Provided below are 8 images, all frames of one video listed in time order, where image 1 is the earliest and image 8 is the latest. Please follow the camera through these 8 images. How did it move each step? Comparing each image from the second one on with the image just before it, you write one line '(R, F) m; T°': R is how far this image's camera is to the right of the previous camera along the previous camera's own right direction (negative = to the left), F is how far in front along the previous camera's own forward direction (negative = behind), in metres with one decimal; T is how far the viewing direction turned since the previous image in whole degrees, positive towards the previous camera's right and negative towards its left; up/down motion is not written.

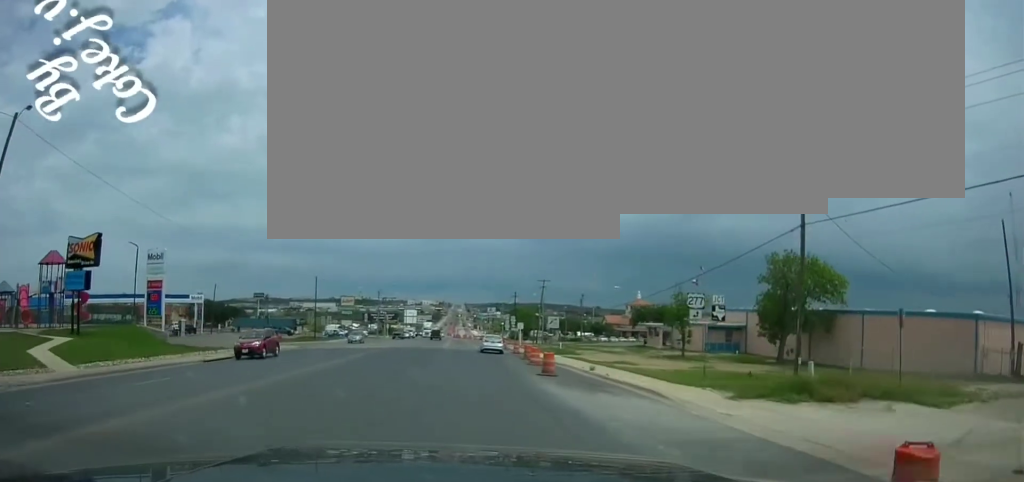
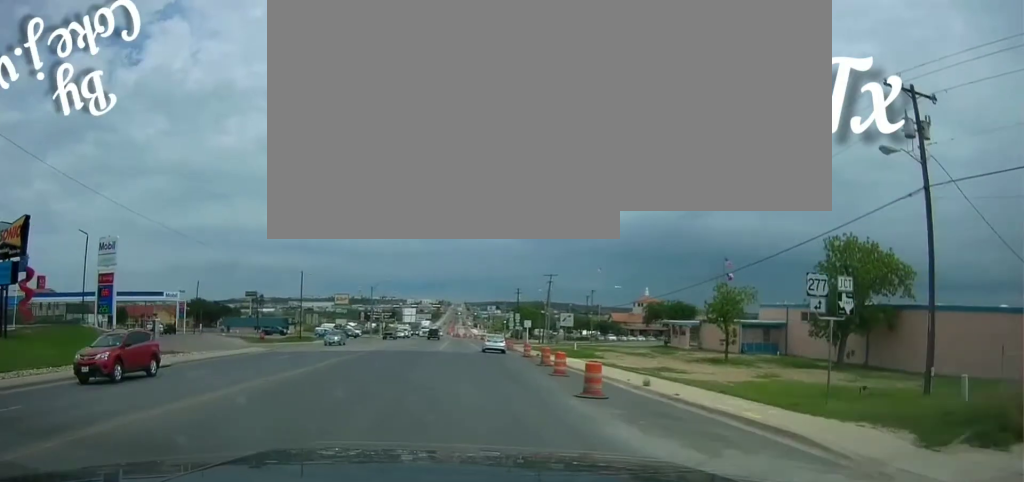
(0.0, +9.1) m; 0°
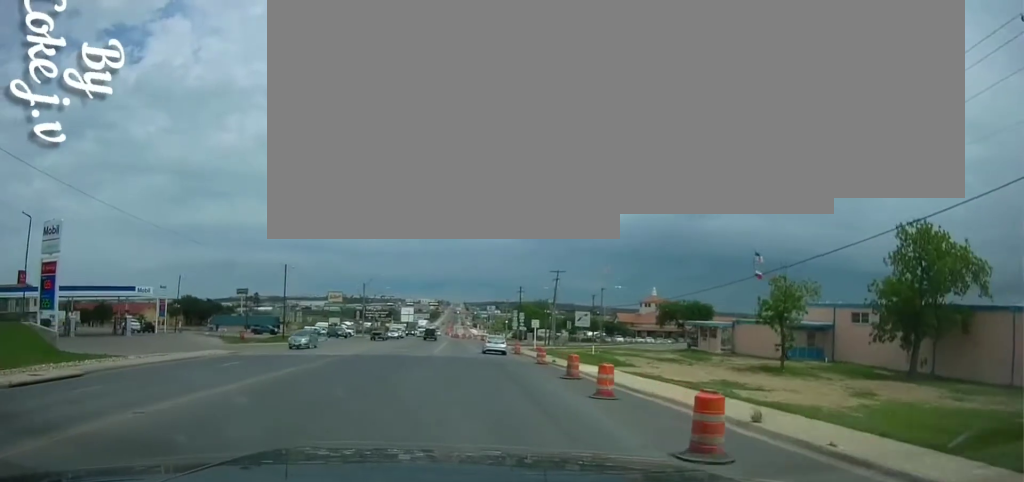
(0.0, +7.4) m; 0°
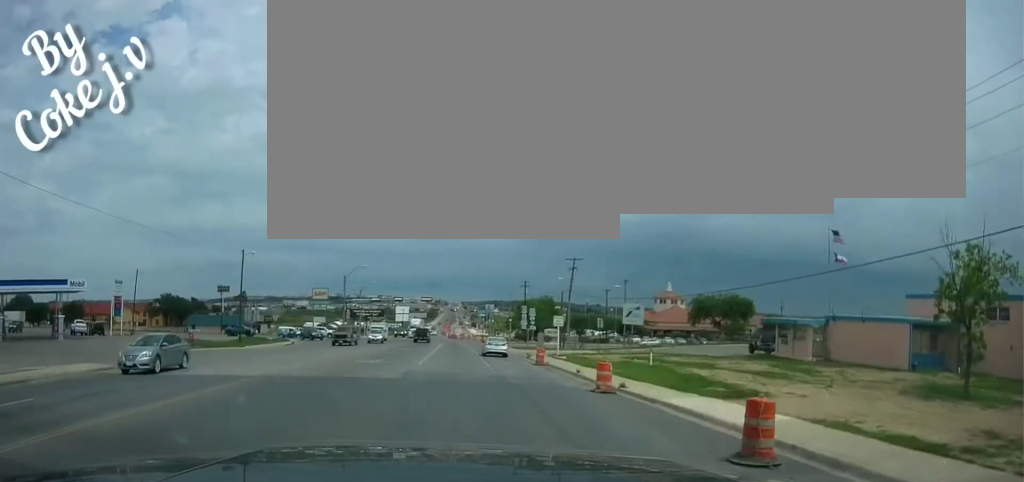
(0.0, +15.4) m; 0°
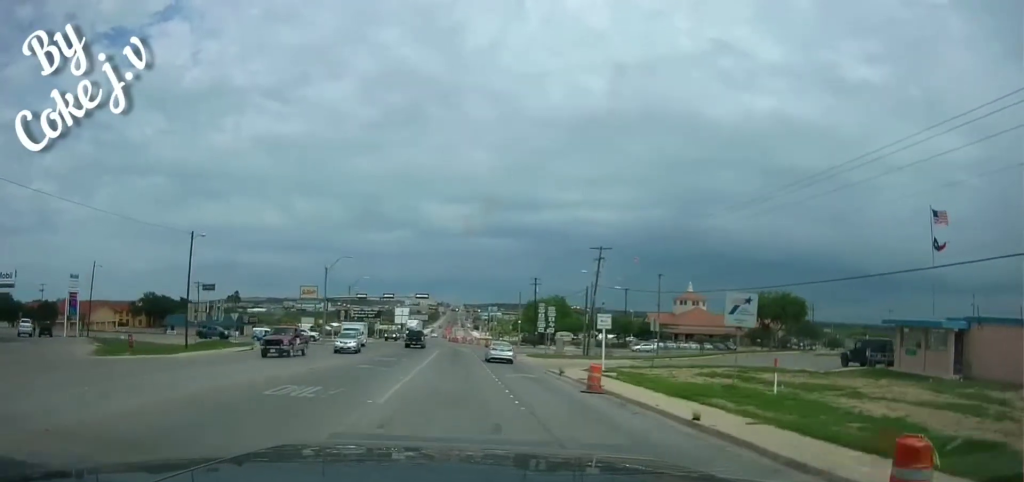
(0.0, +13.8) m; 0°
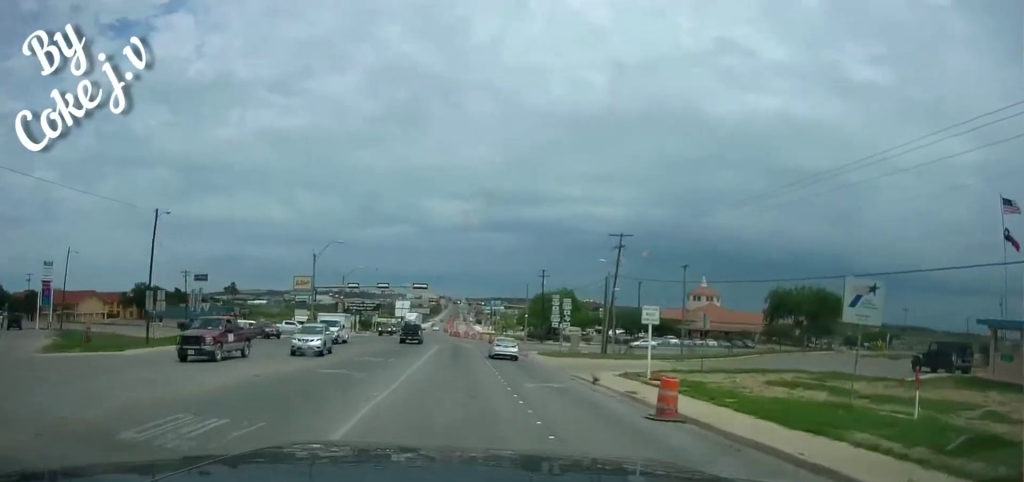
(0.0, +6.9) m; 0°
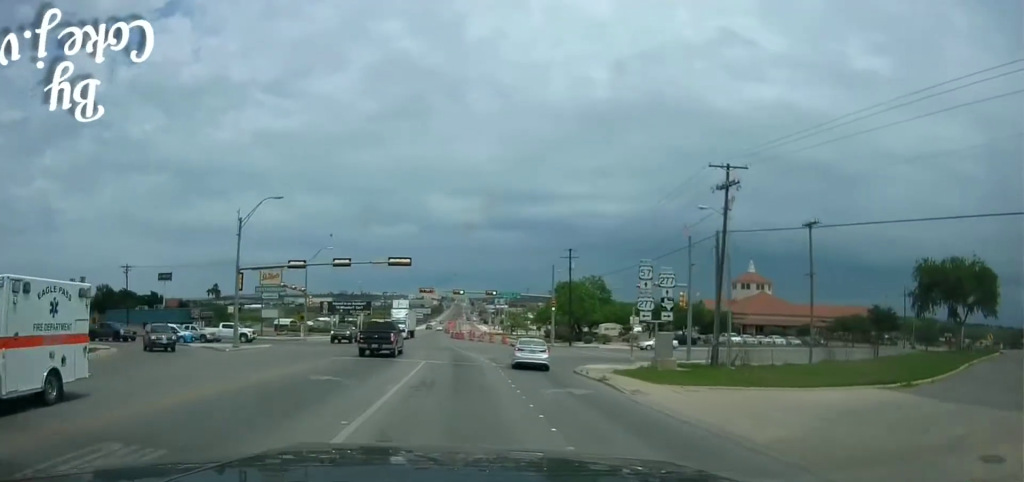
(0.0, +24.8) m; 0°
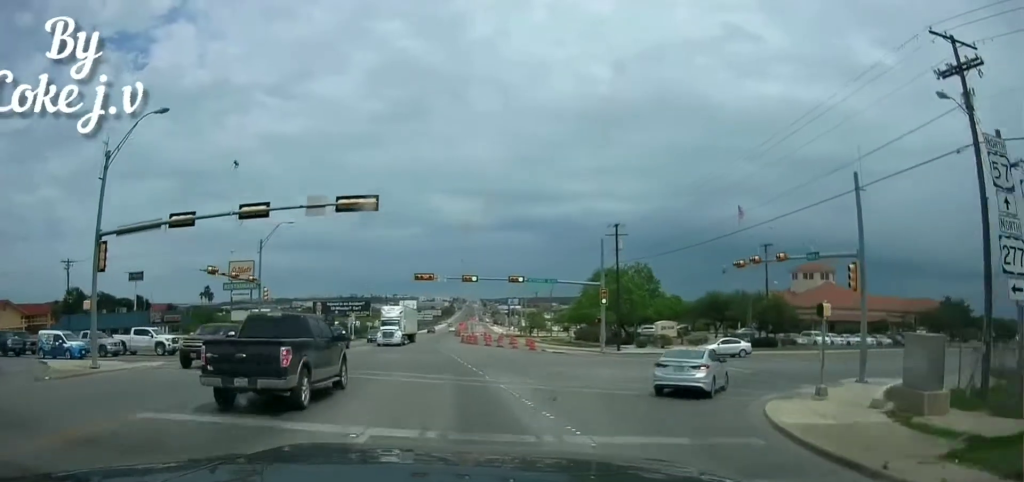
(0.0, +19.5) m; -2°
